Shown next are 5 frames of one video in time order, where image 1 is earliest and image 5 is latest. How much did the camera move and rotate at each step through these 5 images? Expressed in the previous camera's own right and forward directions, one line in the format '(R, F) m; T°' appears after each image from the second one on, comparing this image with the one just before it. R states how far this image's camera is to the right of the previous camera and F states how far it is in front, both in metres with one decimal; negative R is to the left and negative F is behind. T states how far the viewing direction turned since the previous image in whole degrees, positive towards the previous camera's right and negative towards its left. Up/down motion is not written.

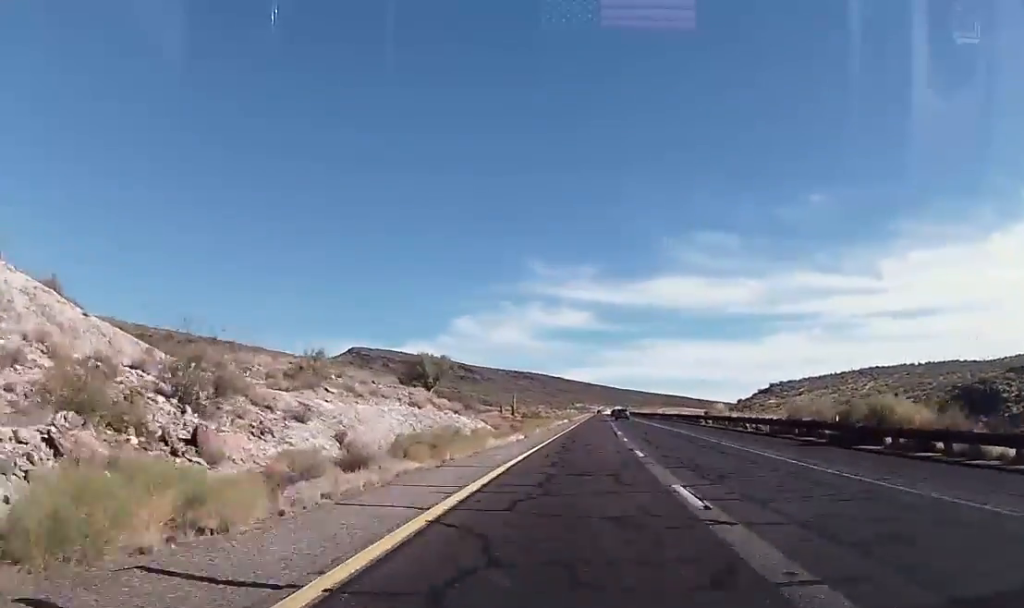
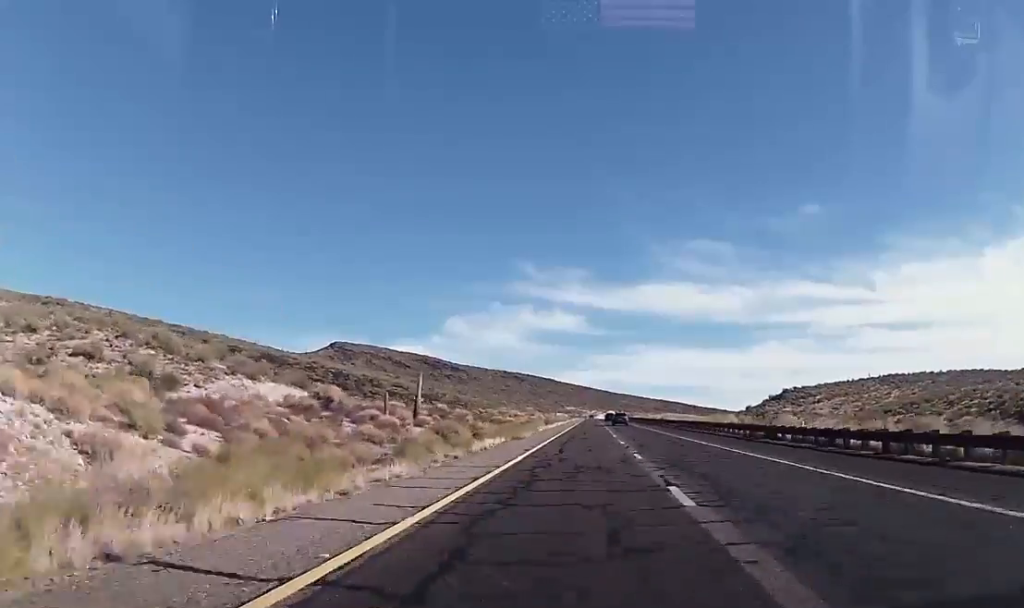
(+4.0, +71.6) m; +5°
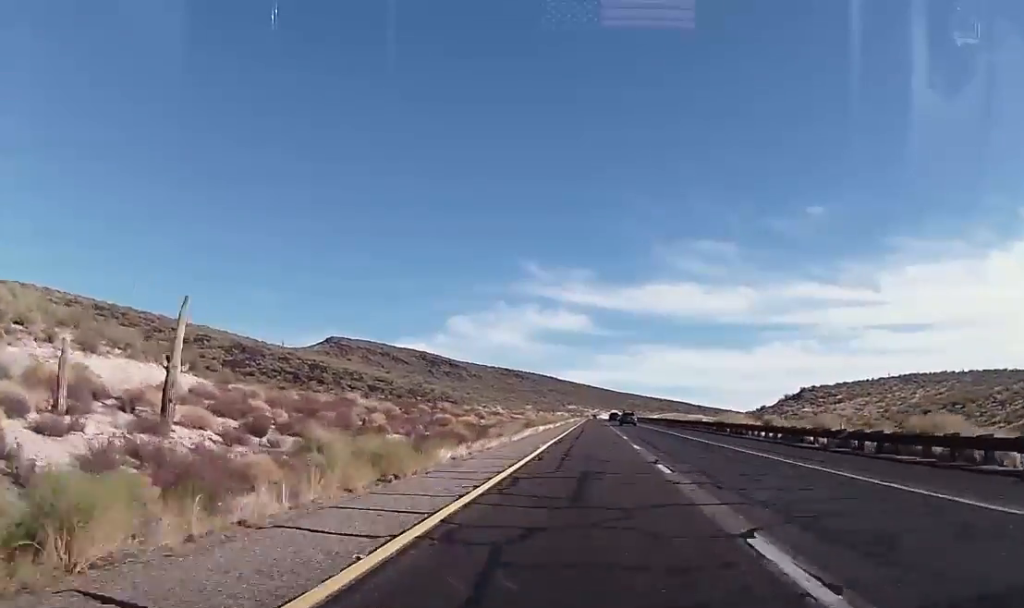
(+0.3, +42.2) m; 0°
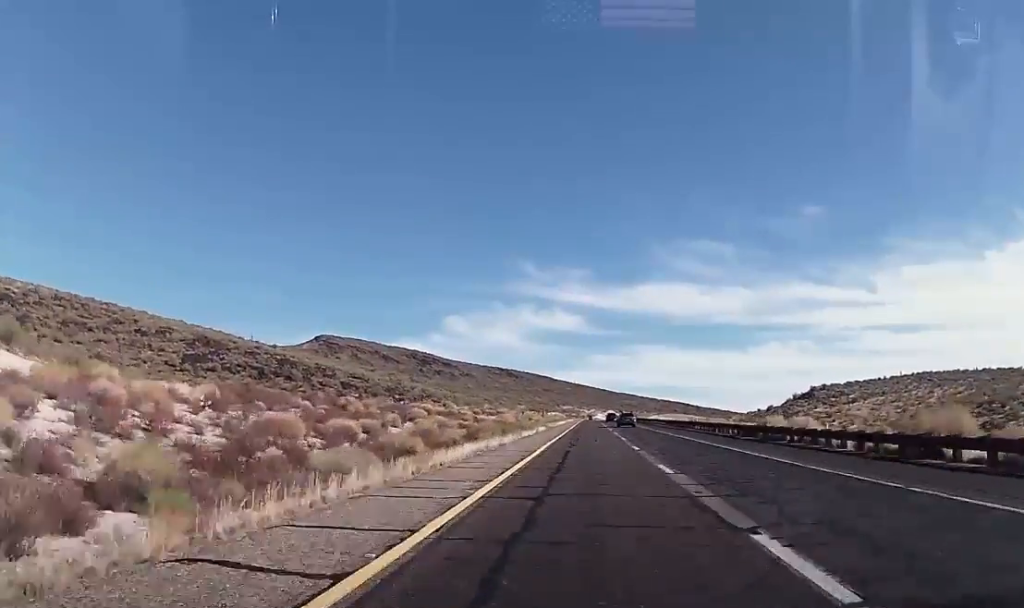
(-0.5, +36.0) m; 0°
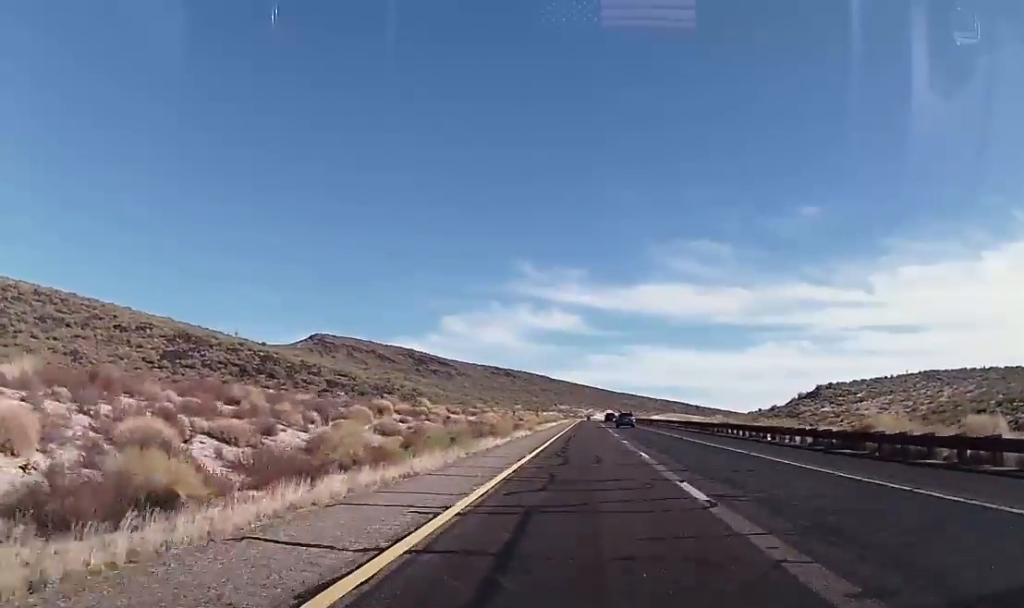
(-0.1, +18.6) m; 0°
